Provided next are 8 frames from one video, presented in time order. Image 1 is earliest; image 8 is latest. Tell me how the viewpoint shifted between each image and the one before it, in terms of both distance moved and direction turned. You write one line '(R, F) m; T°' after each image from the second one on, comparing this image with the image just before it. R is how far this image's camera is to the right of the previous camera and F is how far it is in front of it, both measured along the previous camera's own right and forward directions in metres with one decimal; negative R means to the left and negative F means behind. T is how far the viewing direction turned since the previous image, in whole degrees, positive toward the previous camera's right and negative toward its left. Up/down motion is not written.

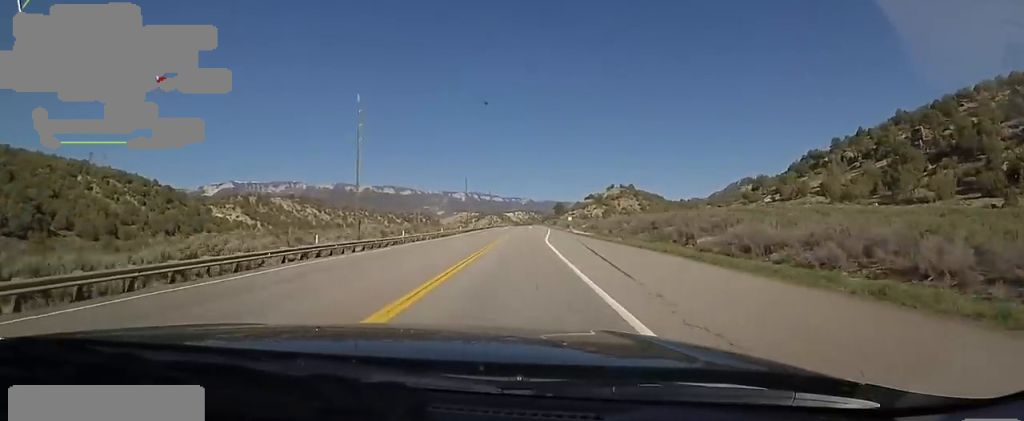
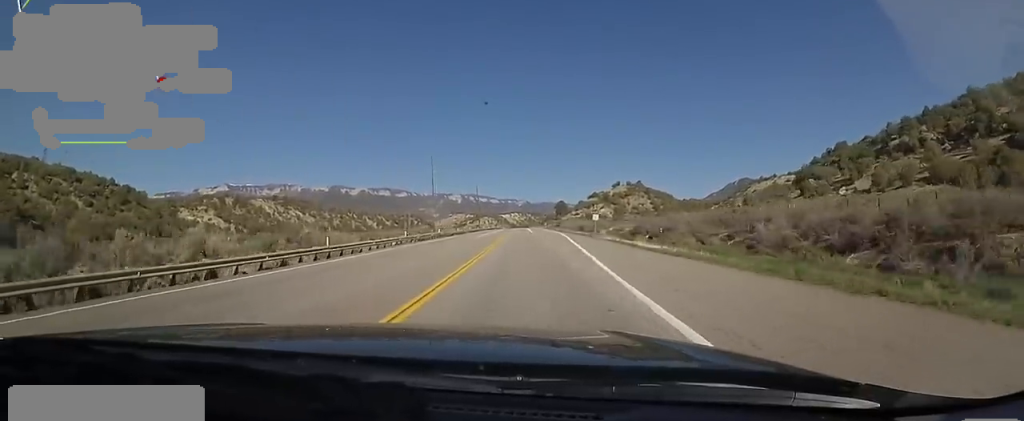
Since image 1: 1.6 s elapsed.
(+1.8, +37.9) m; +4°
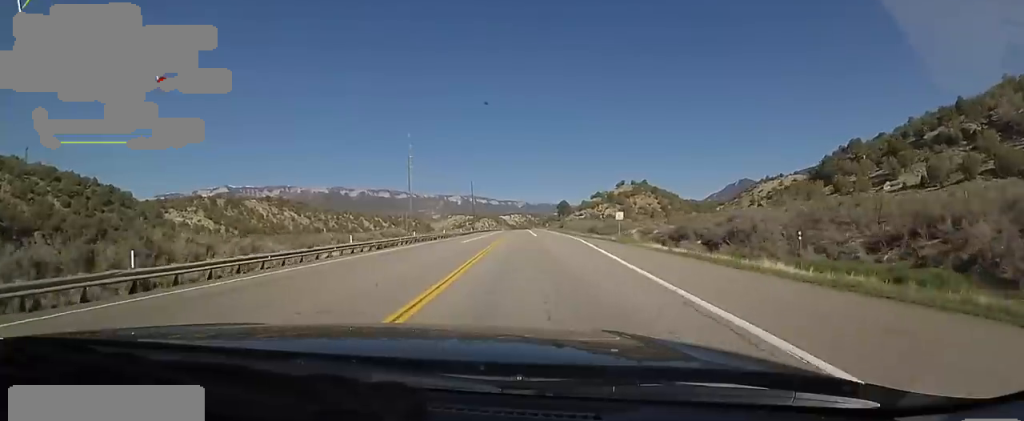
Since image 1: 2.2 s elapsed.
(+0.2, +15.0) m; -1°
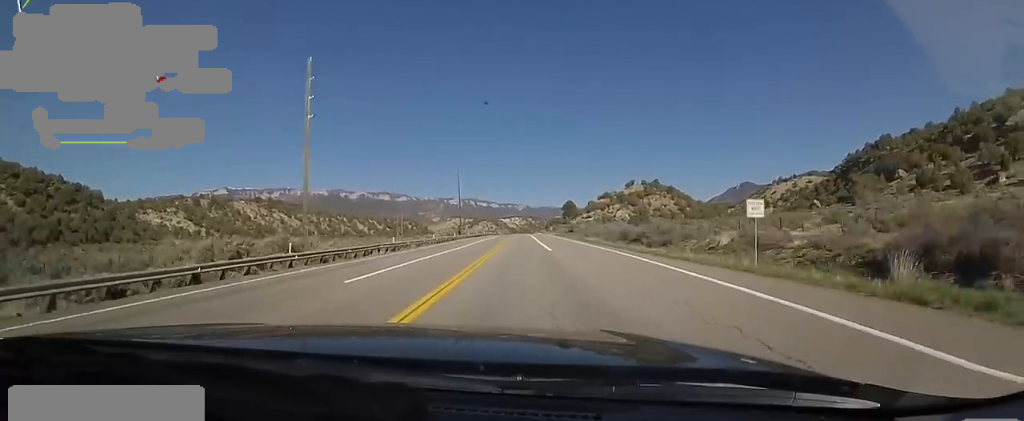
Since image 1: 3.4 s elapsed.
(-1.0, +27.6) m; -2°
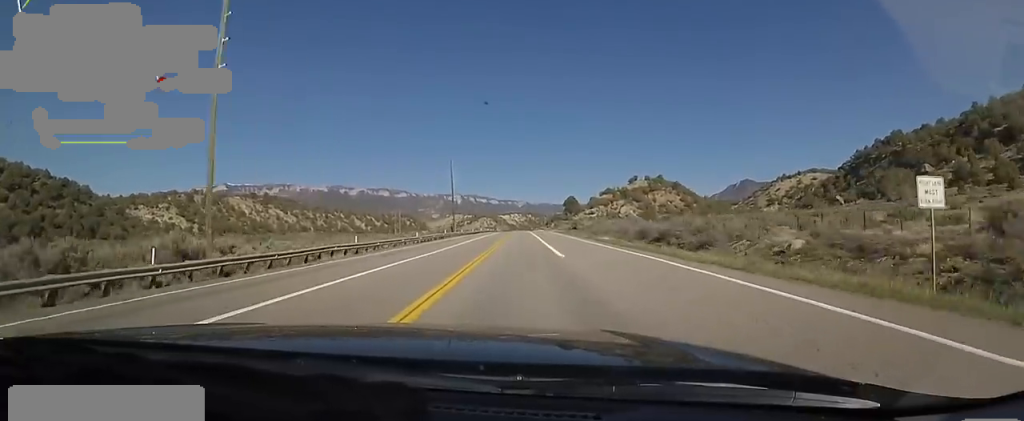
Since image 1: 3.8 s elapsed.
(0.0, +9.5) m; +1°
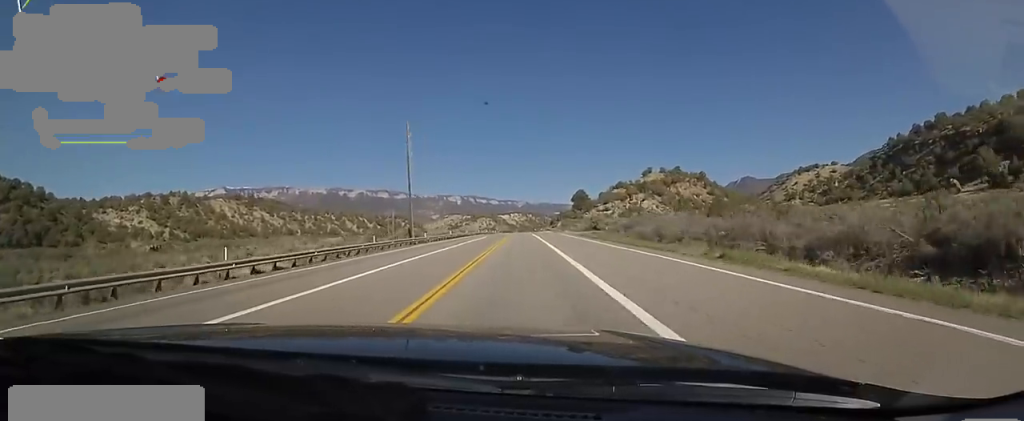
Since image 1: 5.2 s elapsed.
(+1.0, +33.9) m; +3°
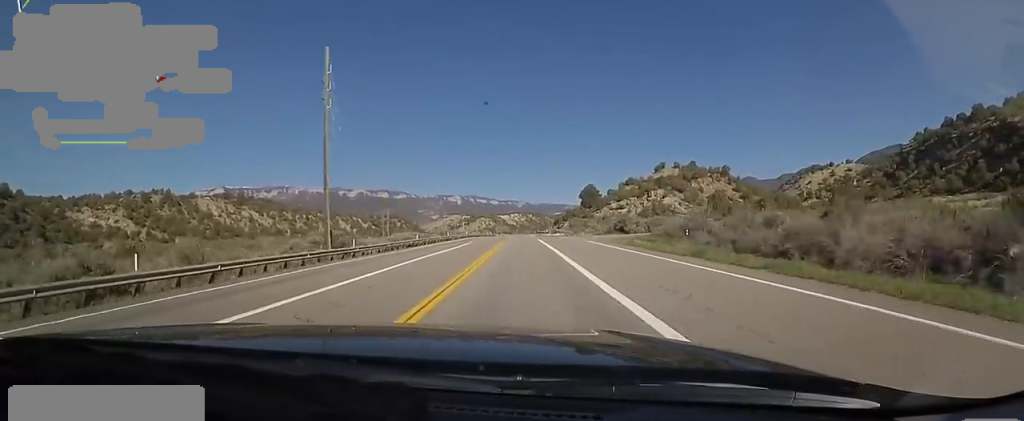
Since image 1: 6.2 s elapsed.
(+0.1, +23.7) m; -1°
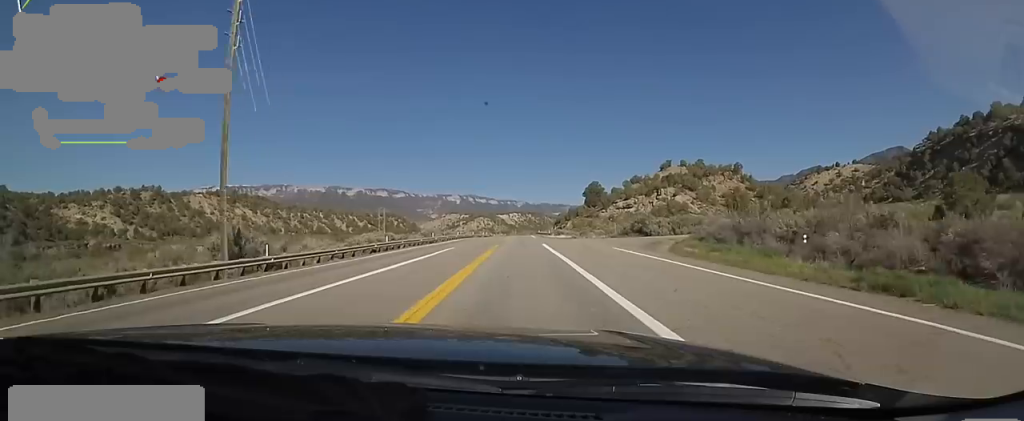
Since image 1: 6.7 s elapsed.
(-0.1, +11.1) m; -1°
